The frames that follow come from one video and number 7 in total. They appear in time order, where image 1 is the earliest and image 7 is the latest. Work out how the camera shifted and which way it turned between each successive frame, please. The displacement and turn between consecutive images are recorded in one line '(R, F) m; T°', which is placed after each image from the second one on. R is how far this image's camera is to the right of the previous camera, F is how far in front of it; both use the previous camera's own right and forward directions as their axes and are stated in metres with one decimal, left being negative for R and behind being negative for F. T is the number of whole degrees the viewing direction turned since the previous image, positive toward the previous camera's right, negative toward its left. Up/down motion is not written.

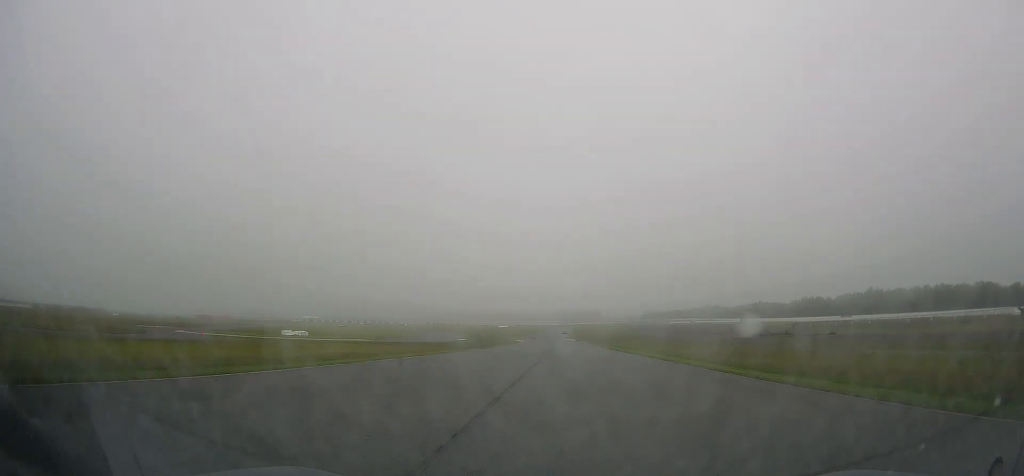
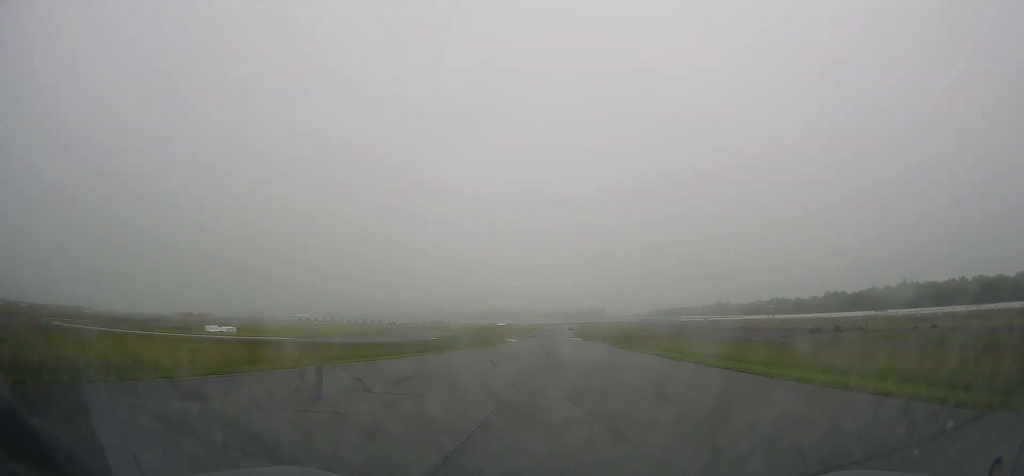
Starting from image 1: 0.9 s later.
(0.0, +30.9) m; 0°
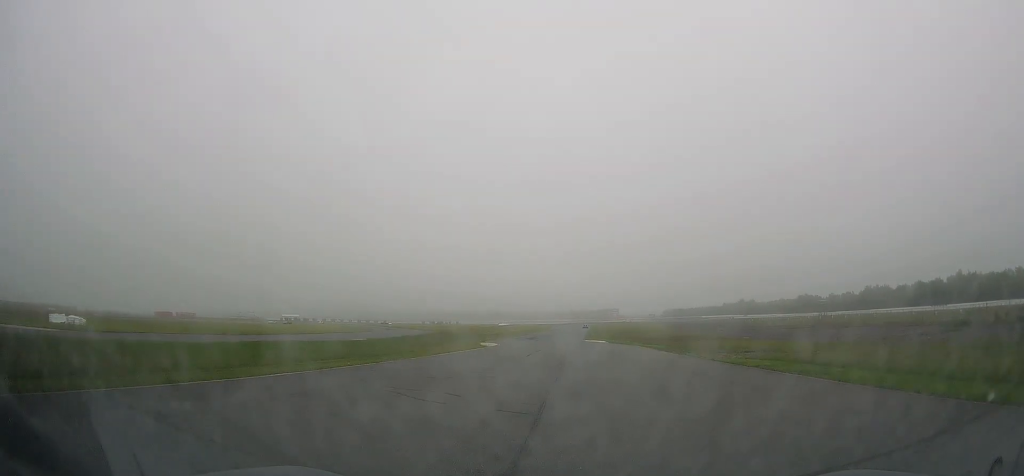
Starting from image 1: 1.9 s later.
(0.0, +39.8) m; 0°
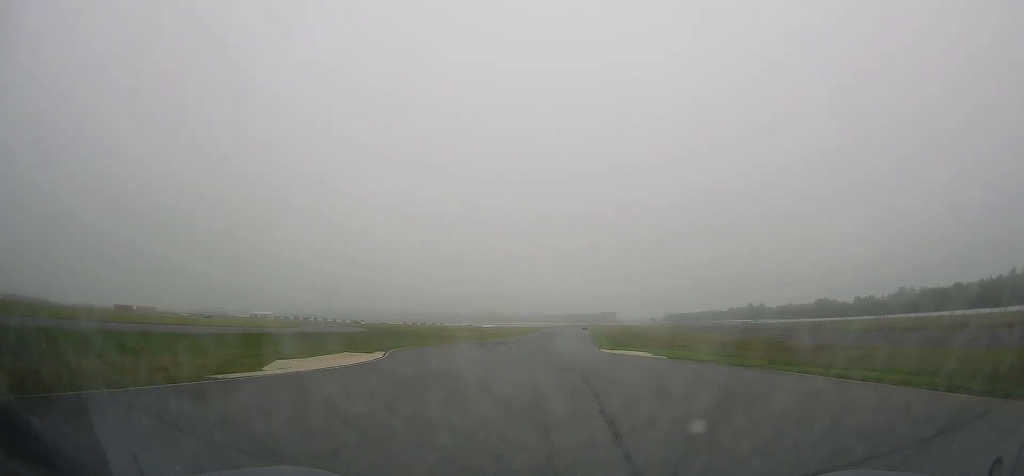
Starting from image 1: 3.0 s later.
(-0.3, +40.4) m; 0°
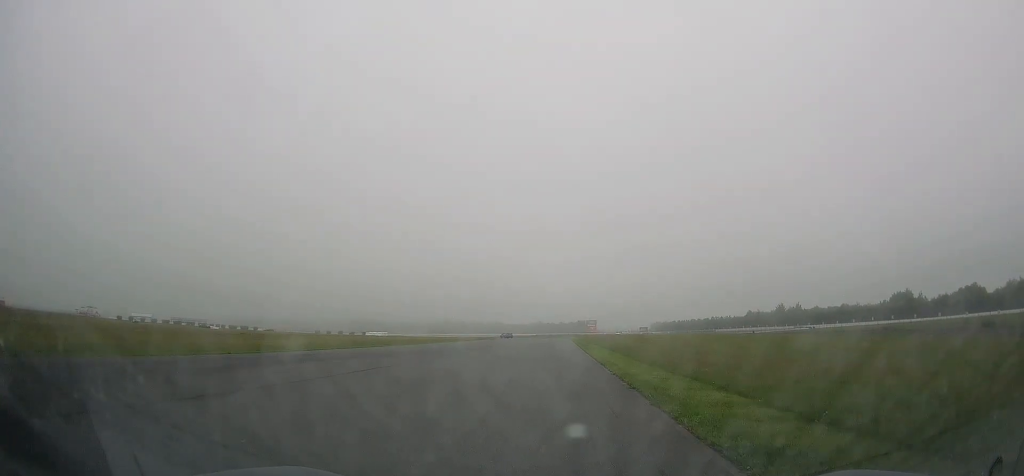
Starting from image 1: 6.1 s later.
(+4.0, +126.6) m; +3°
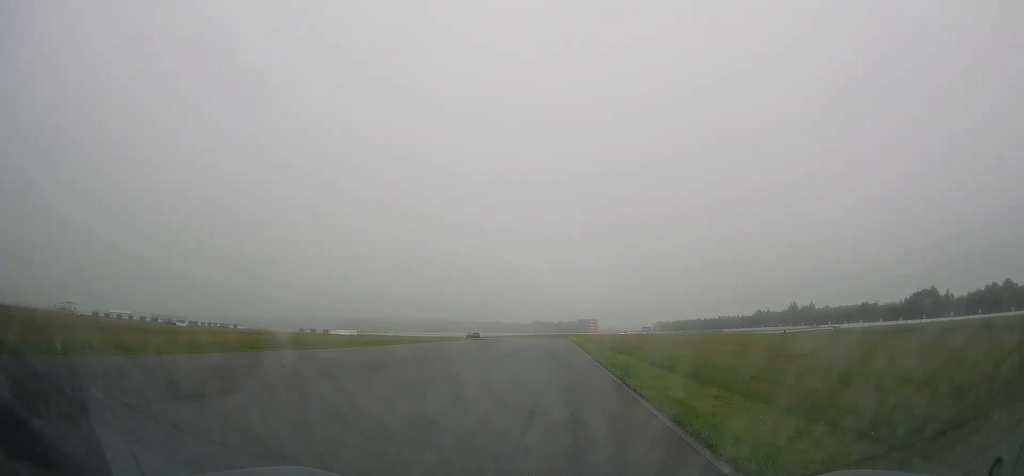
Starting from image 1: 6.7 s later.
(-0.3, +21.3) m; 0°
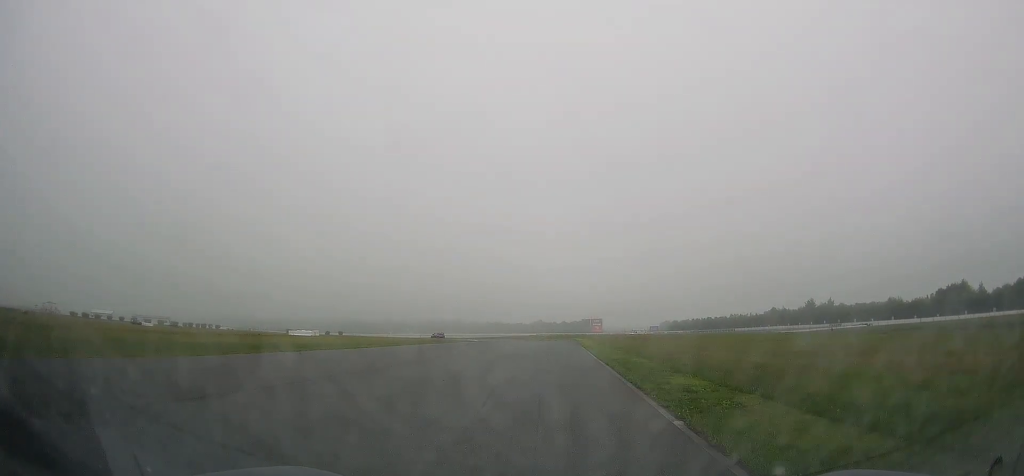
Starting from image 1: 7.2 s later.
(-0.1, +21.1) m; -1°
